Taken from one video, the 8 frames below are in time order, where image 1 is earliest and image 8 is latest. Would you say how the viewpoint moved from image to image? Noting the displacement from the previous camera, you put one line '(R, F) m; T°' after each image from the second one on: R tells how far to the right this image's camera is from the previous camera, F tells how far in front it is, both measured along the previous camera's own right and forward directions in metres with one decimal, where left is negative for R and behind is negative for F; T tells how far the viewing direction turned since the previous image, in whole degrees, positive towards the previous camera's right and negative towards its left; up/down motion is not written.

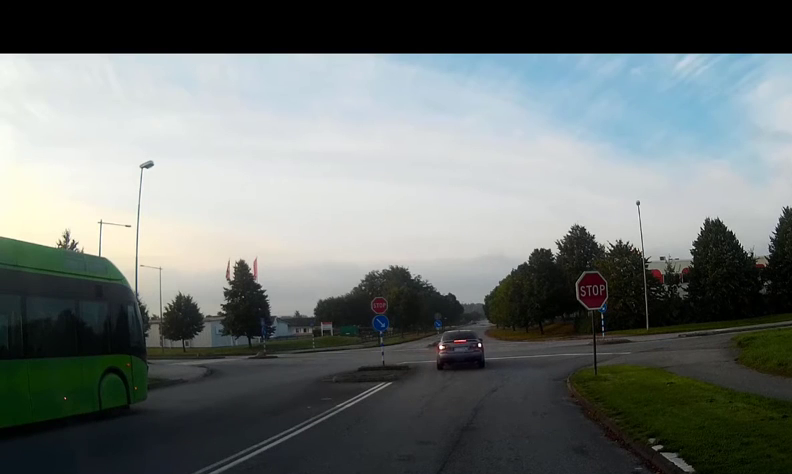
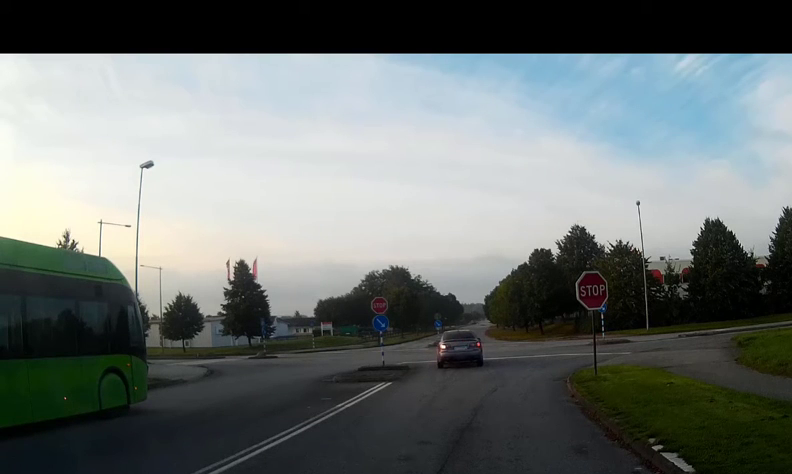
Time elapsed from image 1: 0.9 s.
(0.0, 0.0) m; 0°
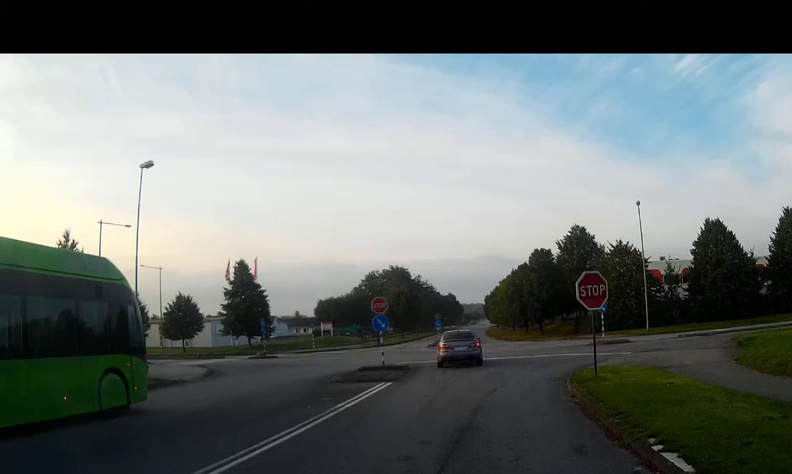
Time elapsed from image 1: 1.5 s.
(0.0, 0.0) m; 0°
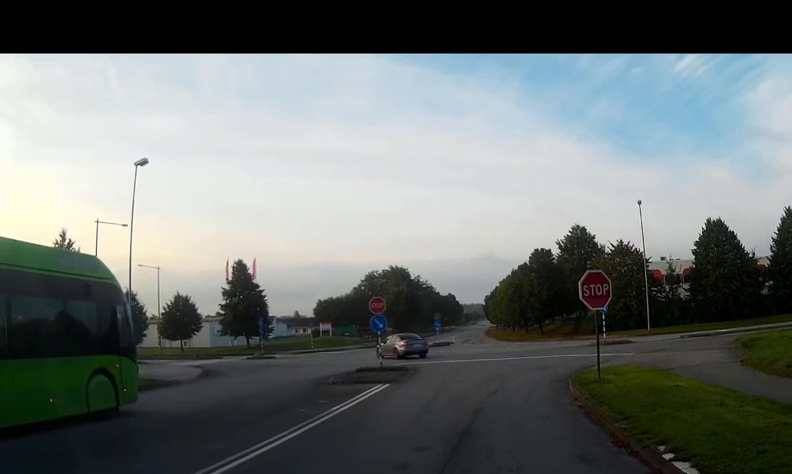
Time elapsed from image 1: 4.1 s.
(0.0, 0.0) m; 0°
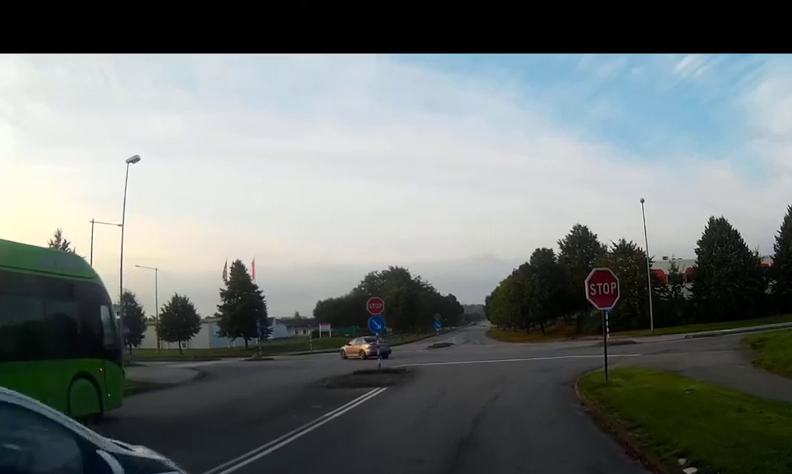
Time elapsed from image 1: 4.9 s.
(0.0, +0.1) m; 0°
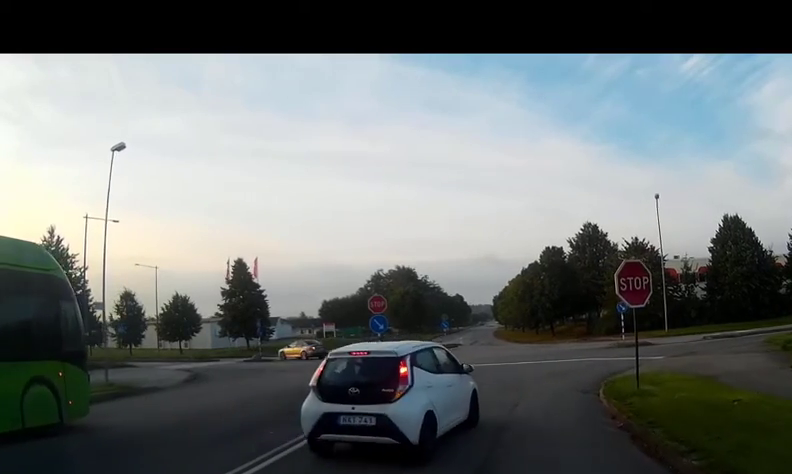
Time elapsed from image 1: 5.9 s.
(+0.1, +0.5) m; 0°
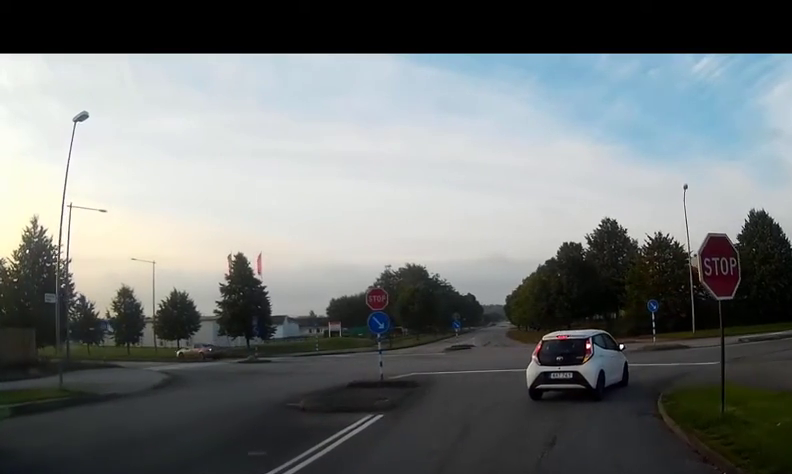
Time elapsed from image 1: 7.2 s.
(-0.1, +2.1) m; -3°
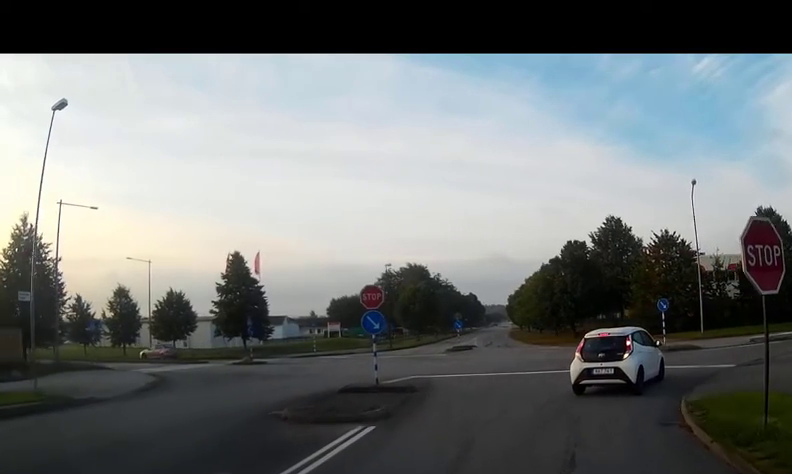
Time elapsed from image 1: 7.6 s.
(0.0, +1.0) m; -1°
